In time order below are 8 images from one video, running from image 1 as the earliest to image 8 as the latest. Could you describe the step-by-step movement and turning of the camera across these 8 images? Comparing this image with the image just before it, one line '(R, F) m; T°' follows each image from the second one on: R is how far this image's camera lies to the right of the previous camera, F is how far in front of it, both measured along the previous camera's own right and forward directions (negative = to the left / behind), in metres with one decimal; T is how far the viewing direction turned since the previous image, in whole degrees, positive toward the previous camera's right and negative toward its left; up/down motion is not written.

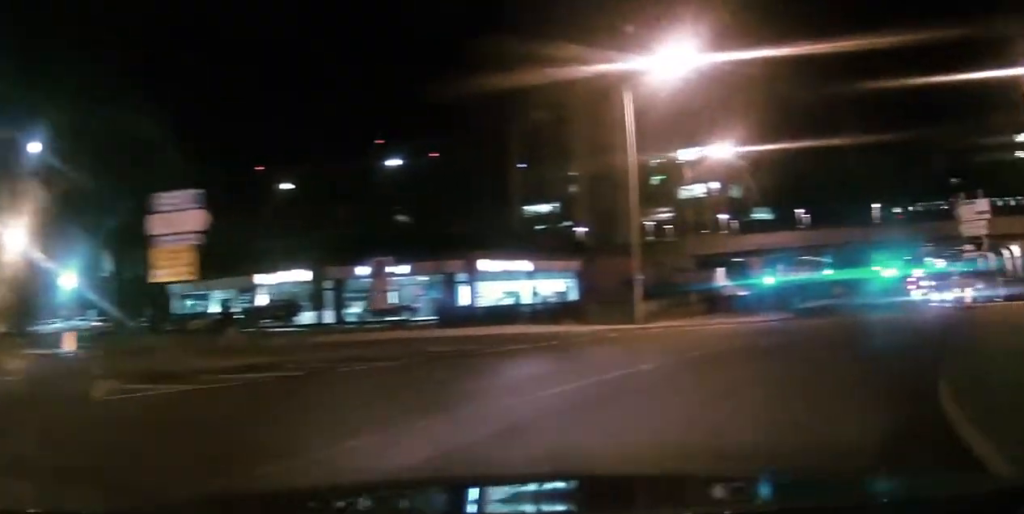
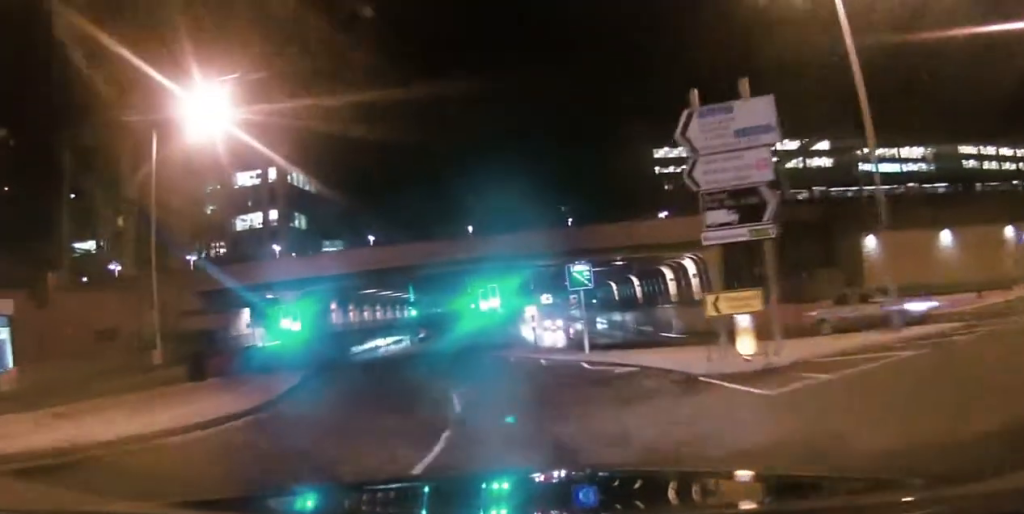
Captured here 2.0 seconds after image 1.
(-6.4, +21.5) m; -21°
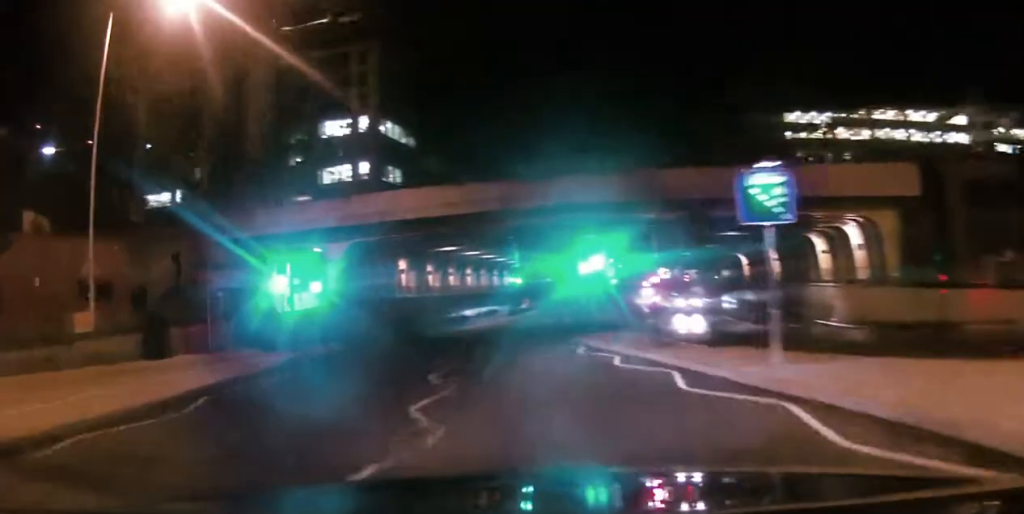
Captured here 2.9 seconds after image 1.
(+0.1, +12.2) m; +3°
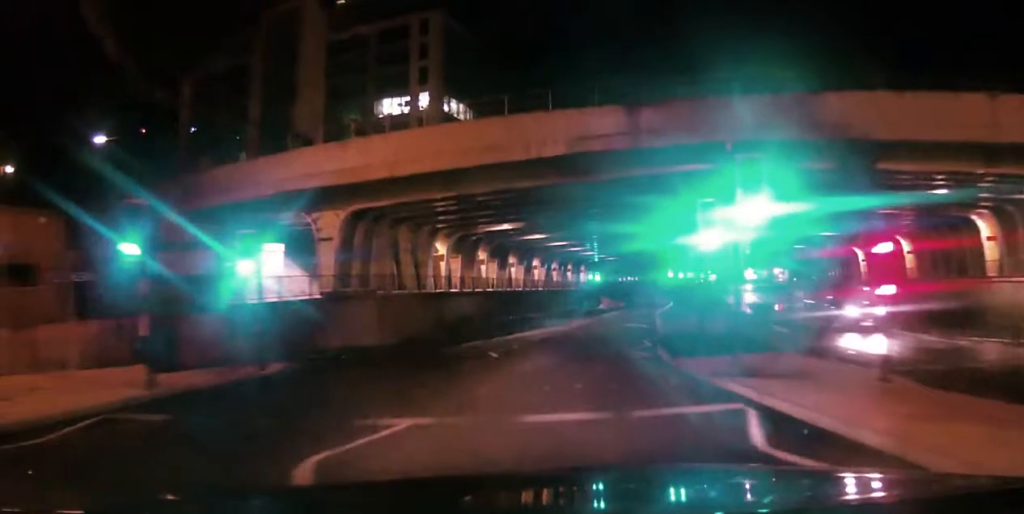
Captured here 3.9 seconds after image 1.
(+0.6, +12.3) m; +4°
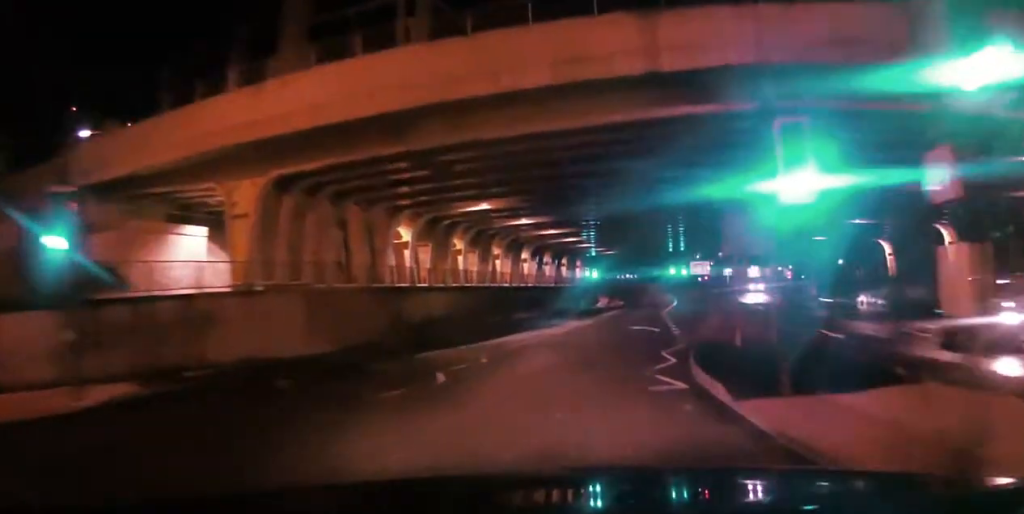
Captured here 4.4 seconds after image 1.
(+0.1, +6.8) m; +1°
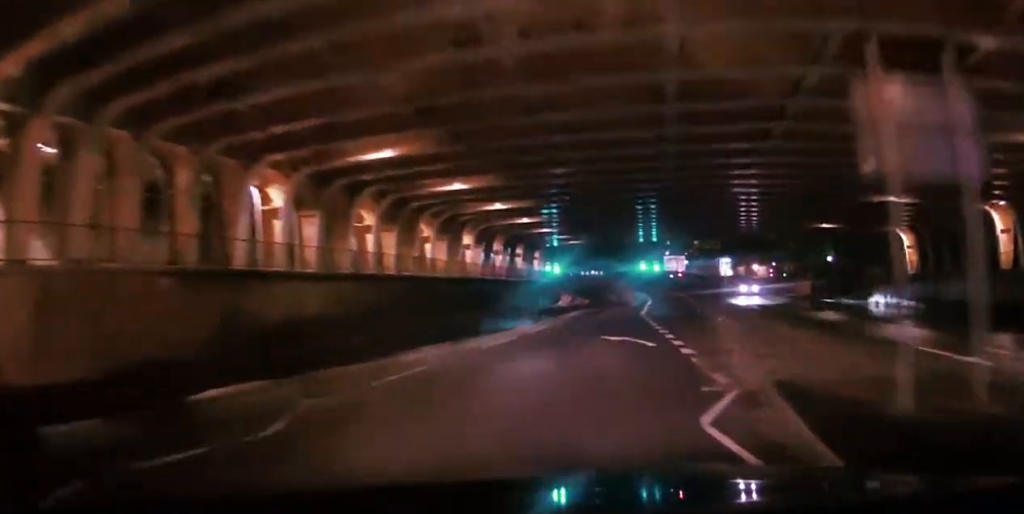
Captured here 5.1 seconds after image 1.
(0.0, +10.1) m; 0°
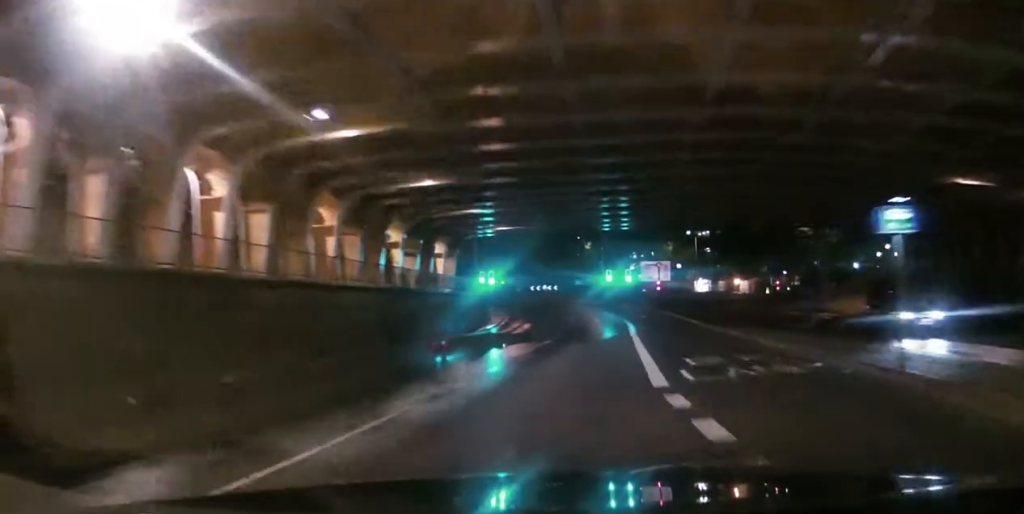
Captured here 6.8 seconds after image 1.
(-0.3, +23.6) m; -2°
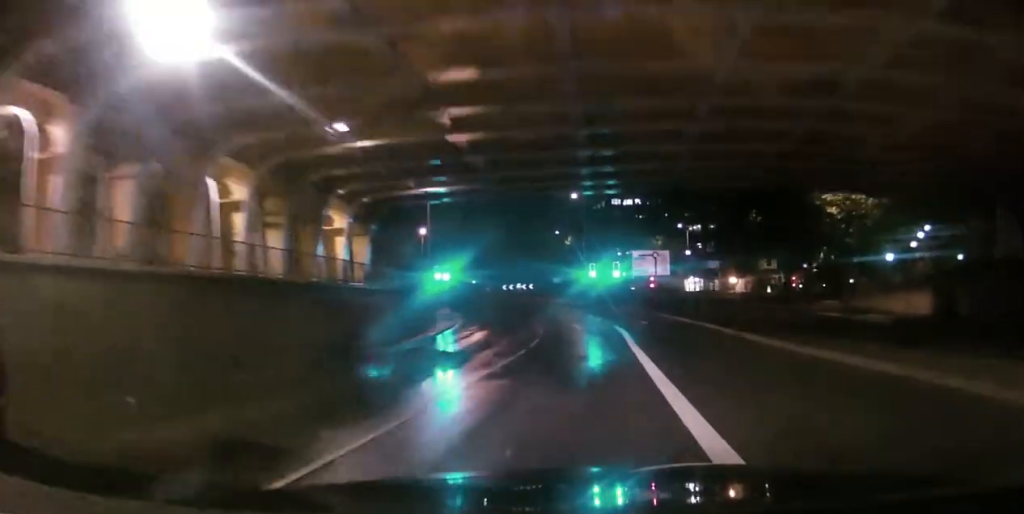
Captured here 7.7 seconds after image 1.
(-0.1, +12.5) m; -3°
